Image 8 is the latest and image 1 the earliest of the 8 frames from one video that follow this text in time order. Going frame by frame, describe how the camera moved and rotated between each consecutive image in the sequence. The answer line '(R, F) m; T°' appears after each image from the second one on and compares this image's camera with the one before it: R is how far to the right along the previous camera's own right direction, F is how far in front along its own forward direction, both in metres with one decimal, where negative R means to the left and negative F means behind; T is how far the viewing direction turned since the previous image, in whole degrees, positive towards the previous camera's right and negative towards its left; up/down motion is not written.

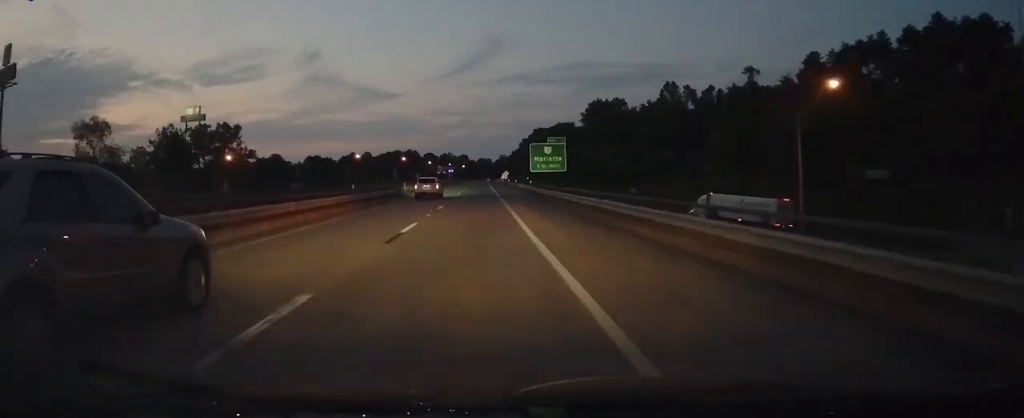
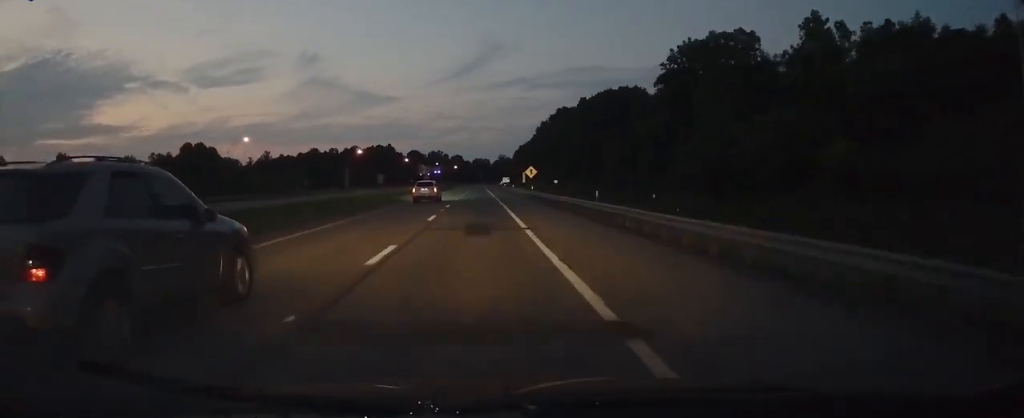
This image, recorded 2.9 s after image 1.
(-0.1, +93.0) m; 0°
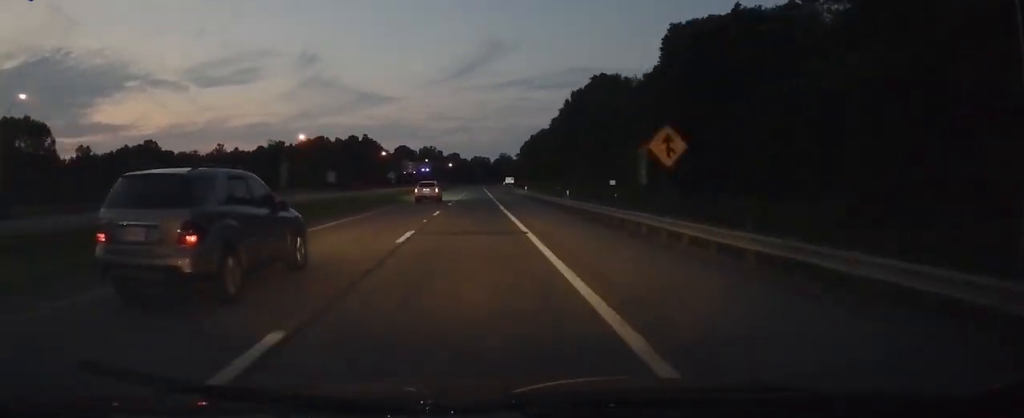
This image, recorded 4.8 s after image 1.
(+0.1, +59.1) m; 0°
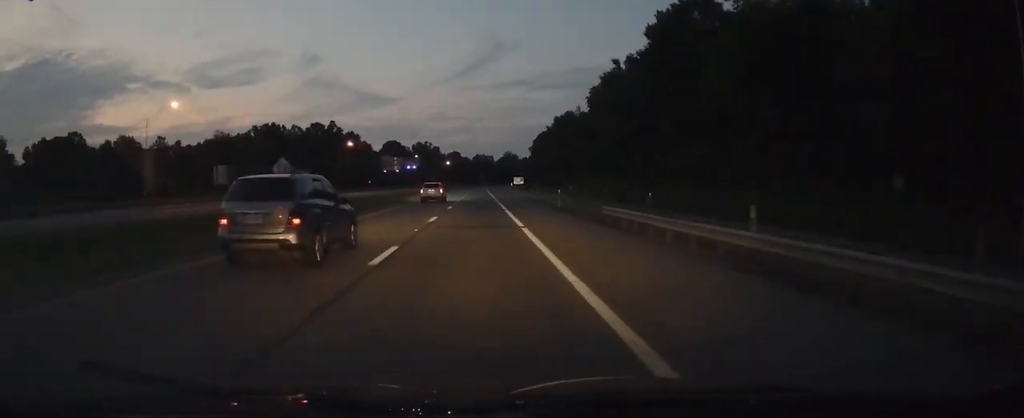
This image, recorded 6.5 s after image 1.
(+0.1, +54.8) m; 0°
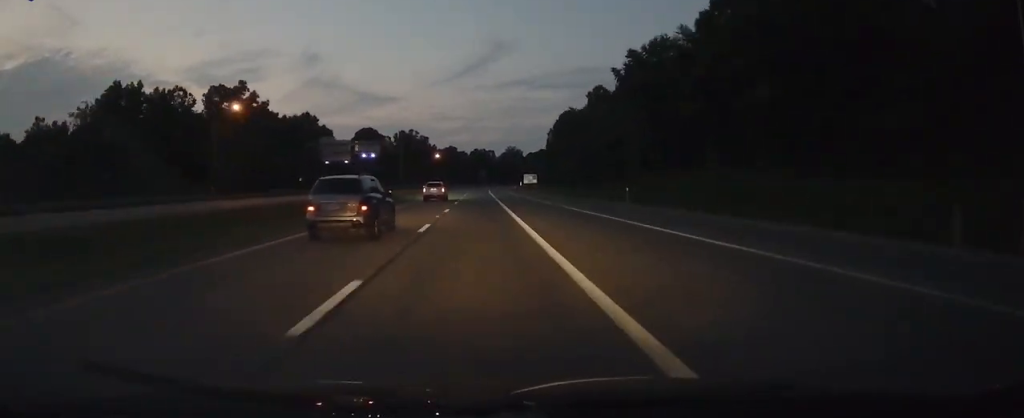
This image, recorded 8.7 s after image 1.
(+0.1, +67.9) m; +1°
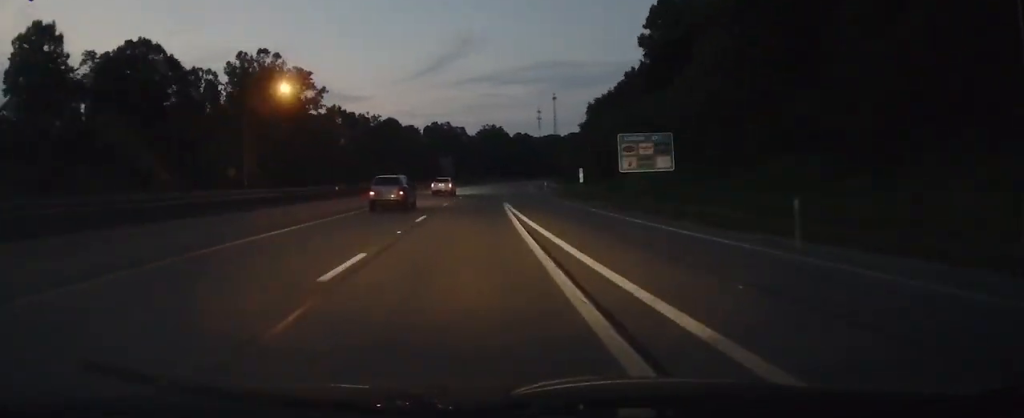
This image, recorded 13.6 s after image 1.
(+4.9, +157.7) m; +6°
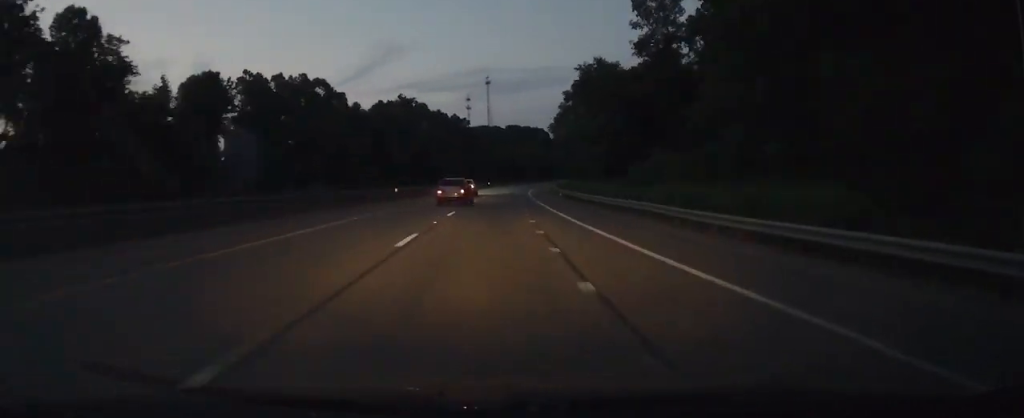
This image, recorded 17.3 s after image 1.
(+7.9, +119.4) m; +9°
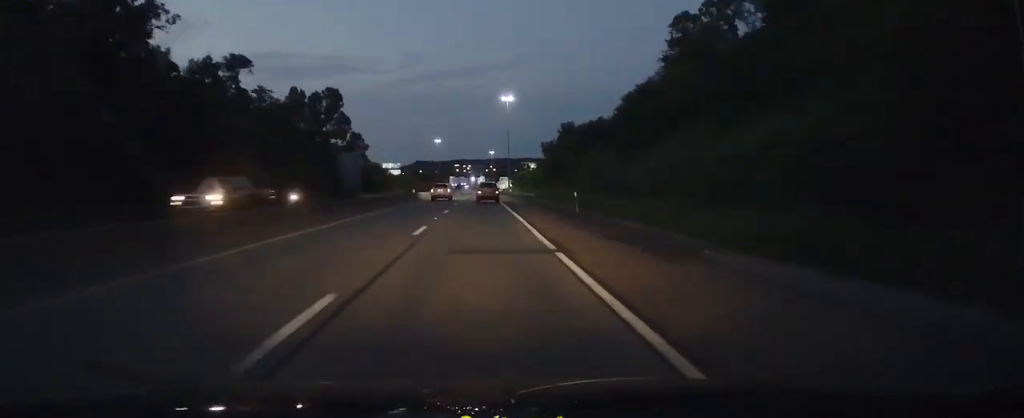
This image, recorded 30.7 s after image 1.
(+95.8, +426.1) m; +17°
